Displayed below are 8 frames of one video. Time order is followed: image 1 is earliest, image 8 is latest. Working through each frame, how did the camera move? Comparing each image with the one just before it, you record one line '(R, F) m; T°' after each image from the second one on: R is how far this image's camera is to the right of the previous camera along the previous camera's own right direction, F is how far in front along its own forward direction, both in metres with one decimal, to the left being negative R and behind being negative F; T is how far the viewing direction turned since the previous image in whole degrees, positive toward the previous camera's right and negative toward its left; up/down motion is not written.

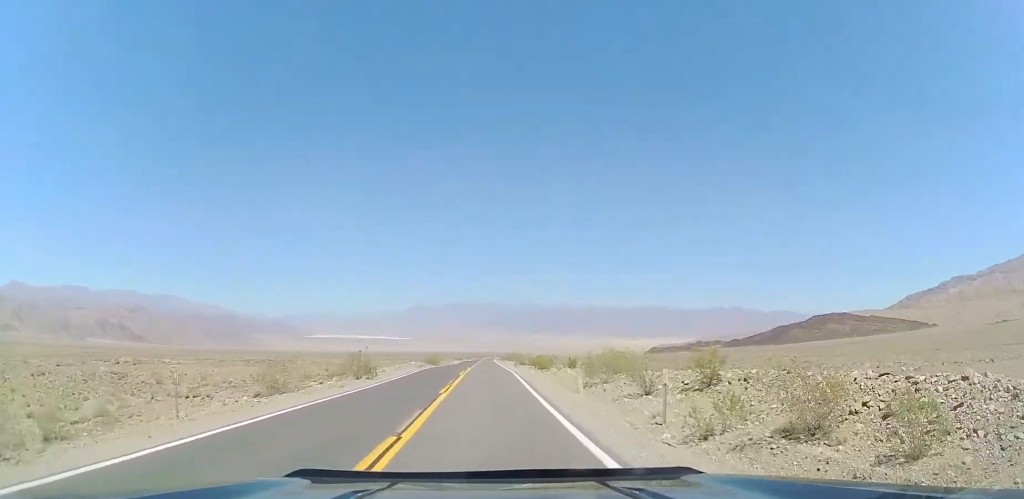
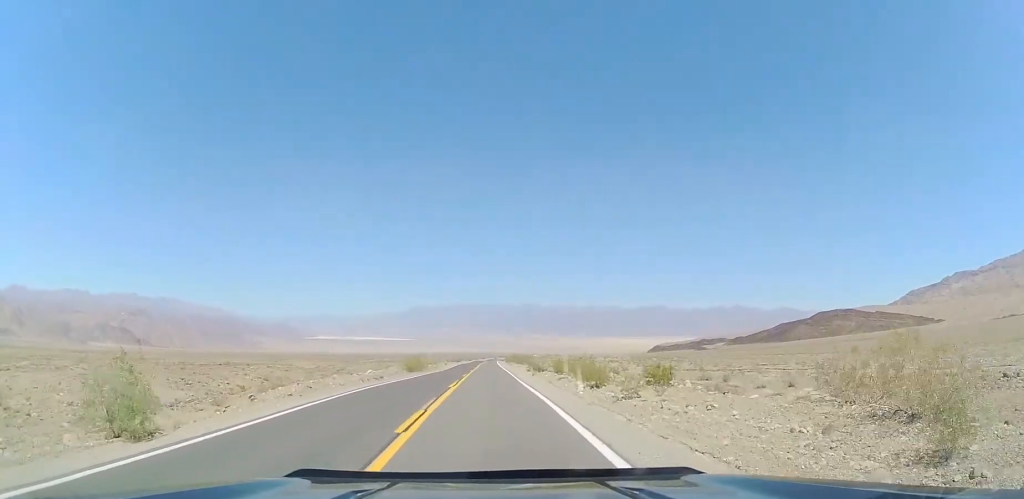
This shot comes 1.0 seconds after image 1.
(-0.2, +24.4) m; 0°
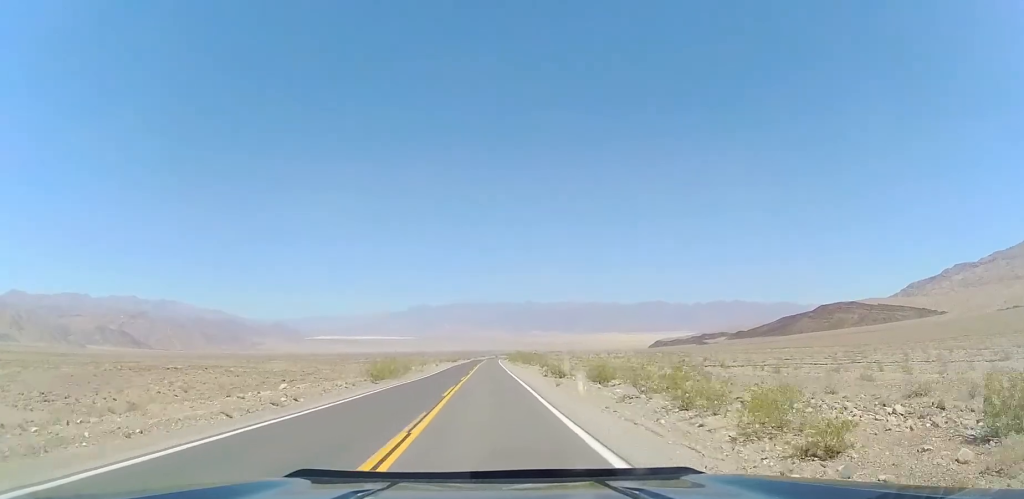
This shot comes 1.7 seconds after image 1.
(+0.1, +17.8) m; 0°
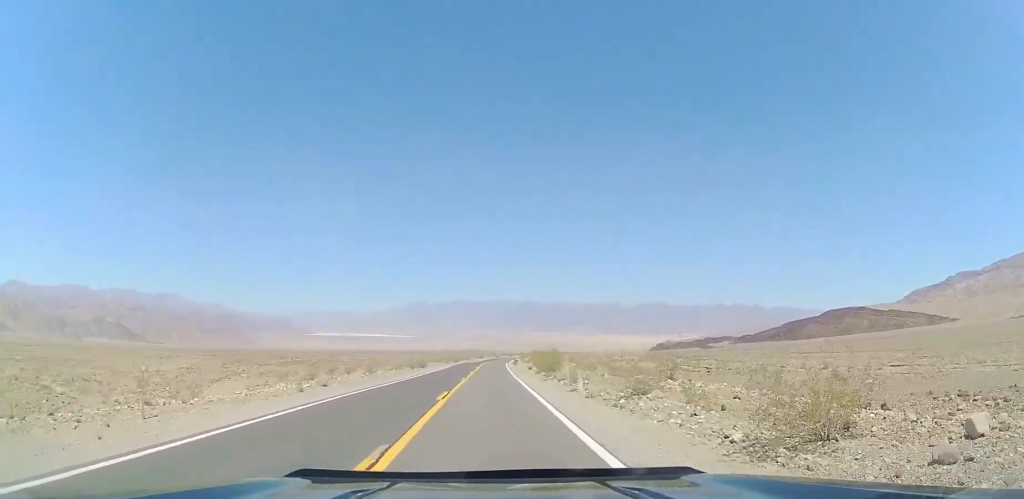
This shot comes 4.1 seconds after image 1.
(-0.4, +61.7) m; 0°
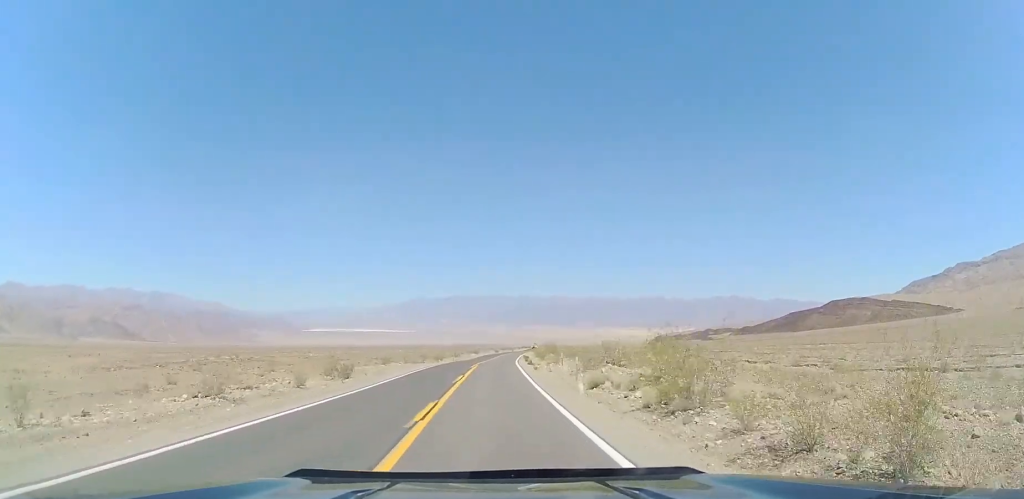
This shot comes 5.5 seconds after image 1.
(+0.6, +35.5) m; 0°
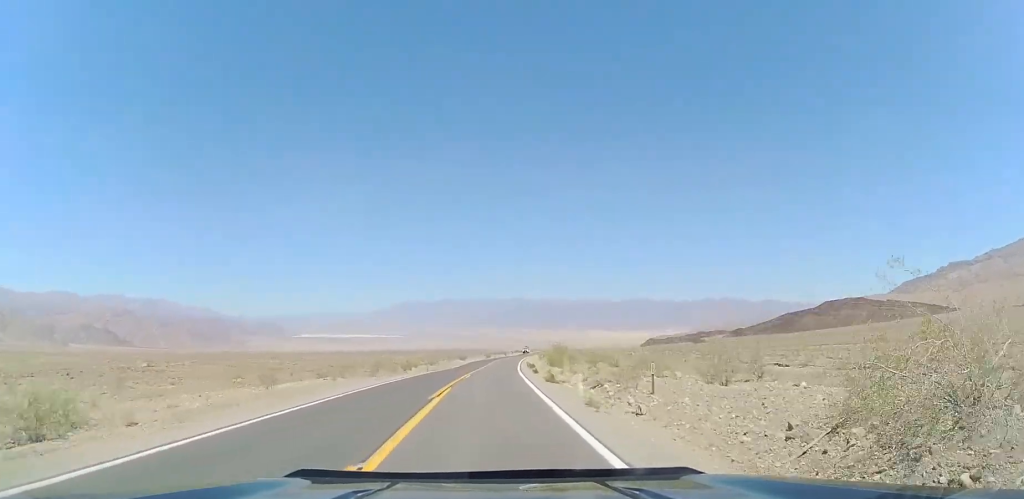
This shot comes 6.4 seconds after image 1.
(-0.5, +23.7) m; 0°
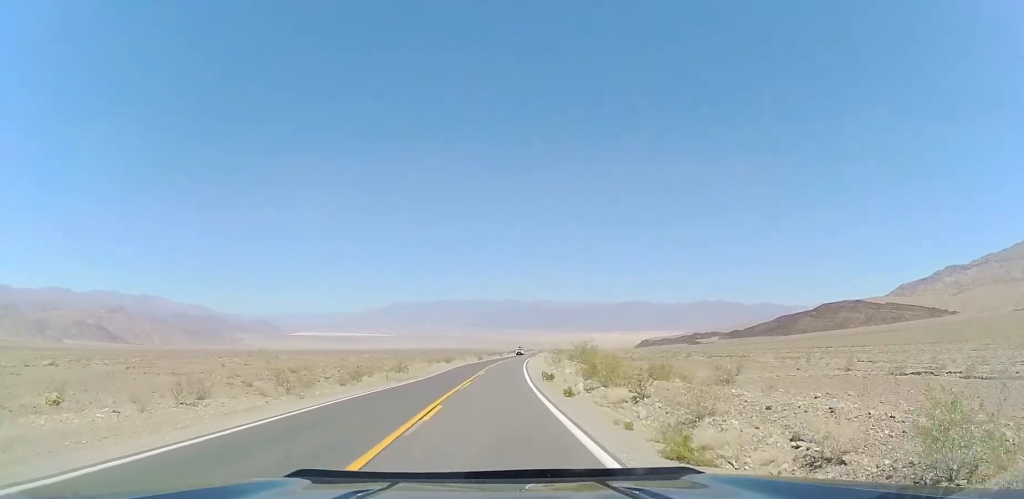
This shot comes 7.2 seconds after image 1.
(+0.4, +20.3) m; +1°
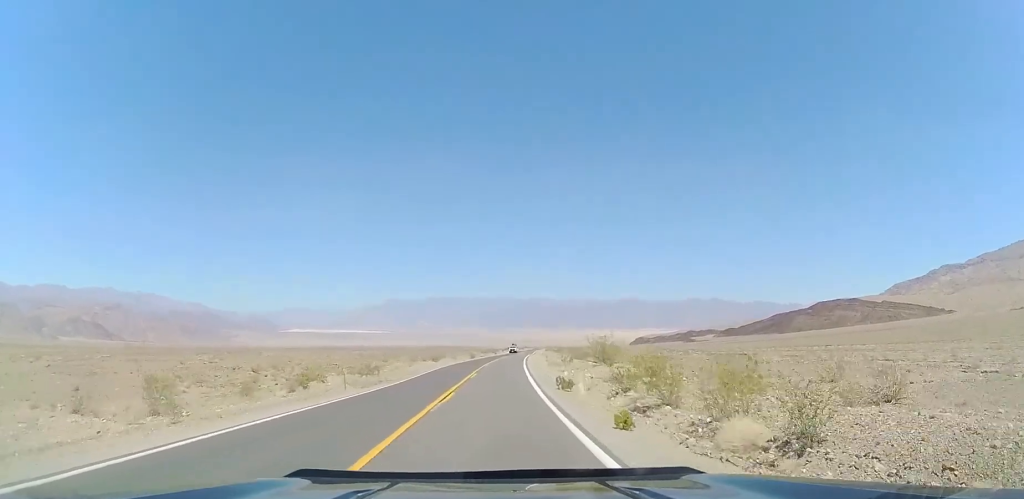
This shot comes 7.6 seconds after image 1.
(0.0, +10.1) m; 0°
